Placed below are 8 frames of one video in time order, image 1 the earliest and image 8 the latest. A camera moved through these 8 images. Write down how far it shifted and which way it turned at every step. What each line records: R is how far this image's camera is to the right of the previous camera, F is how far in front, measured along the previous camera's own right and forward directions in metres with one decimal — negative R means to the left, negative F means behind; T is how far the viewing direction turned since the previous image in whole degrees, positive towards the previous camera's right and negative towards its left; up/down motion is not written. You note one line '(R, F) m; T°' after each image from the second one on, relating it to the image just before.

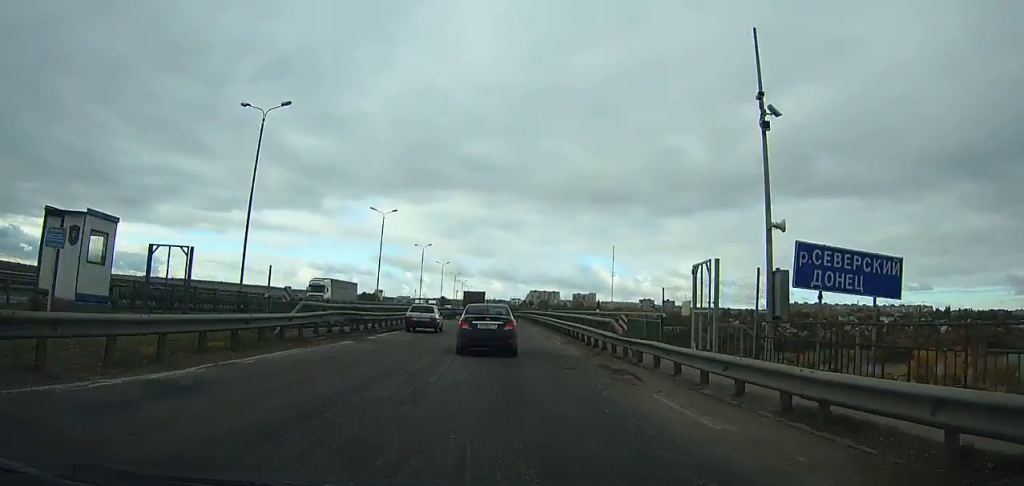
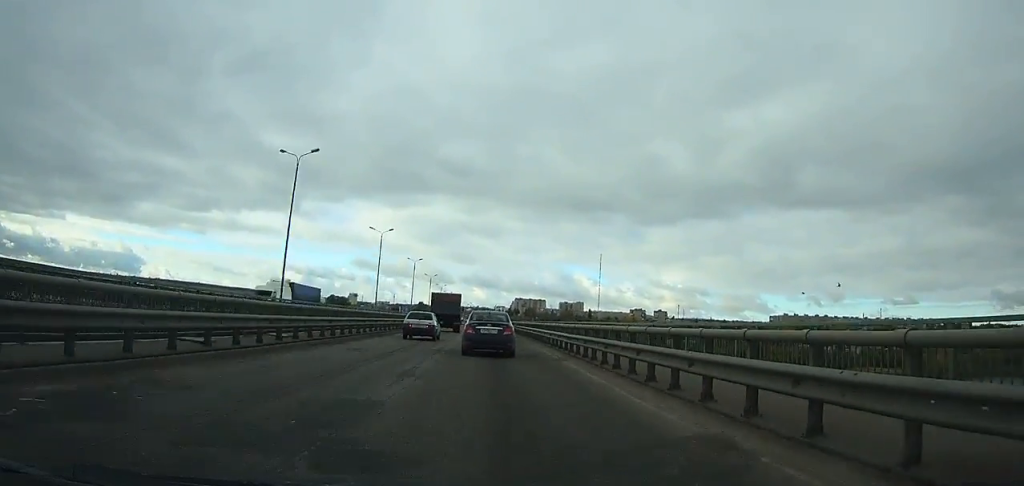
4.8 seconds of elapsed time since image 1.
(-0.1, +65.9) m; 0°
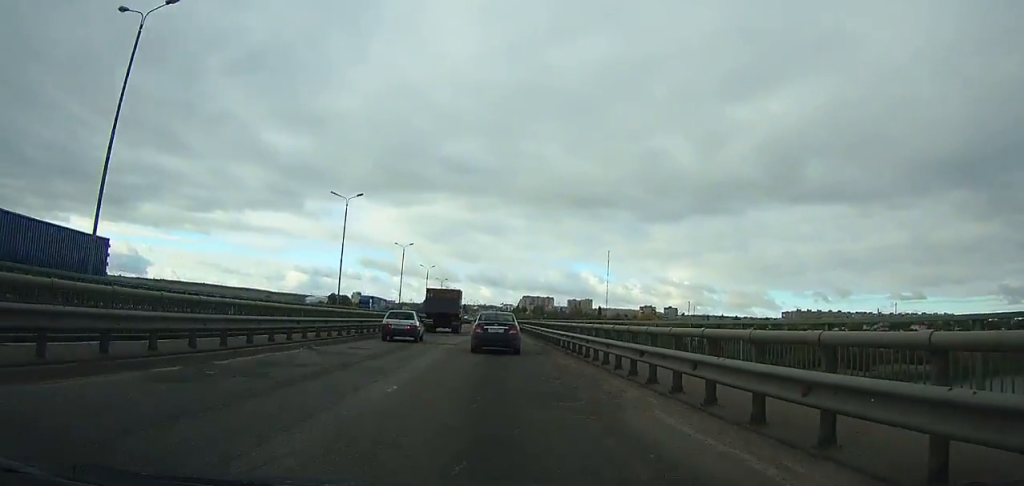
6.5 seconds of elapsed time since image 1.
(+0.1, +21.8) m; 0°
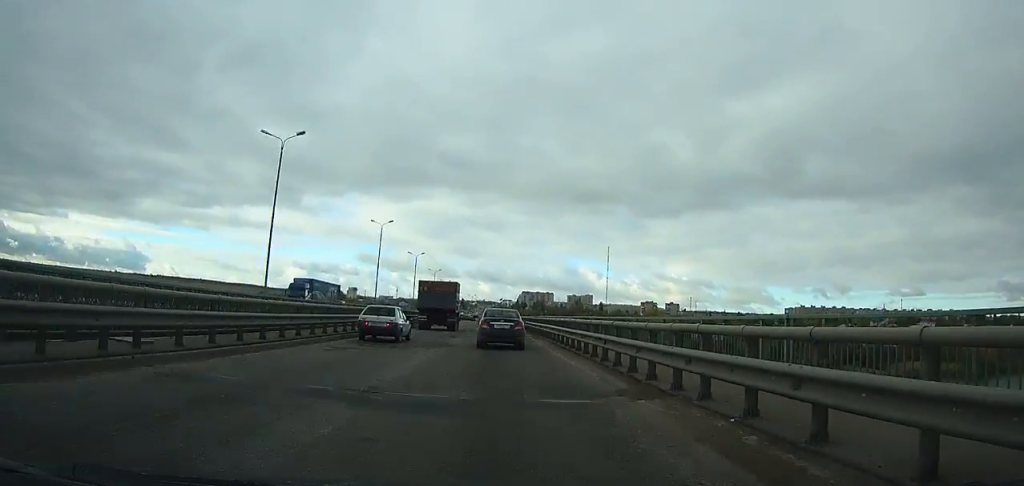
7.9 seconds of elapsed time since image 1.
(-0.1, +17.5) m; 0°
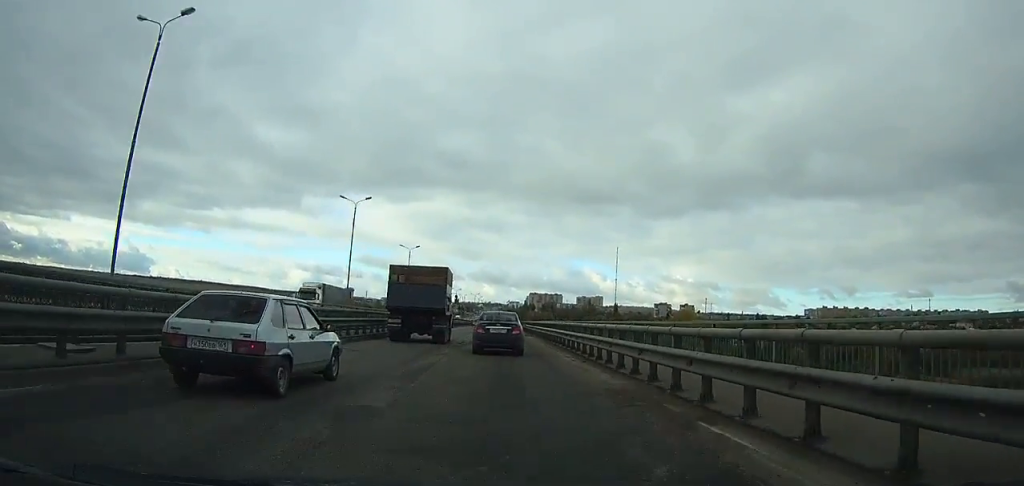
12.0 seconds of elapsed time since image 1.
(-0.2, +50.5) m; 0°
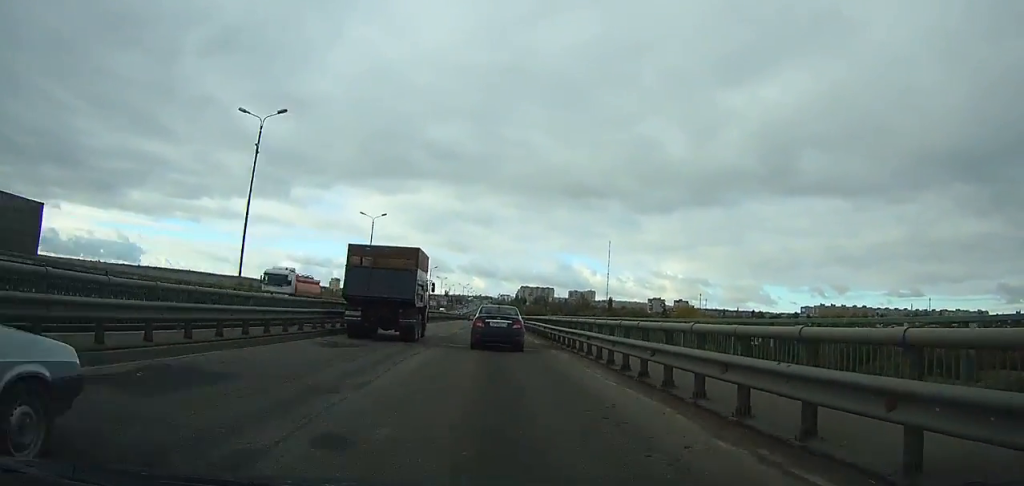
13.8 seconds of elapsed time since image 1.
(+0.1, +21.9) m; 0°
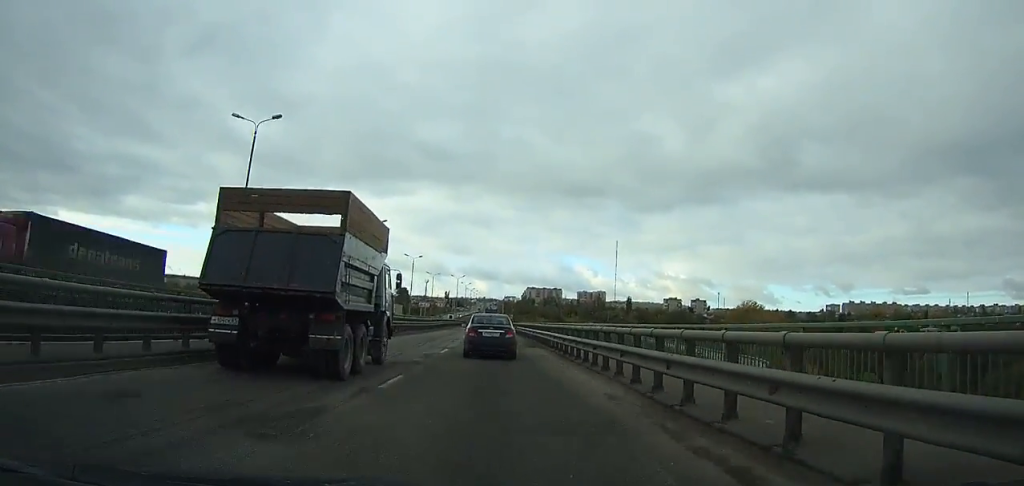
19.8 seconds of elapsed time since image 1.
(-0.1, +73.8) m; -1°
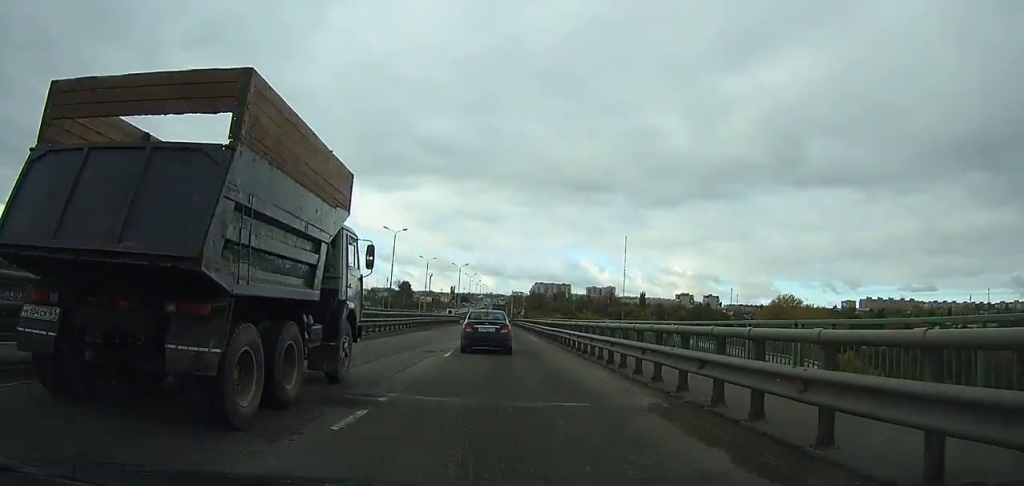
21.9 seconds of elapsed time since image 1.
(-0.1, +26.6) m; 0°
